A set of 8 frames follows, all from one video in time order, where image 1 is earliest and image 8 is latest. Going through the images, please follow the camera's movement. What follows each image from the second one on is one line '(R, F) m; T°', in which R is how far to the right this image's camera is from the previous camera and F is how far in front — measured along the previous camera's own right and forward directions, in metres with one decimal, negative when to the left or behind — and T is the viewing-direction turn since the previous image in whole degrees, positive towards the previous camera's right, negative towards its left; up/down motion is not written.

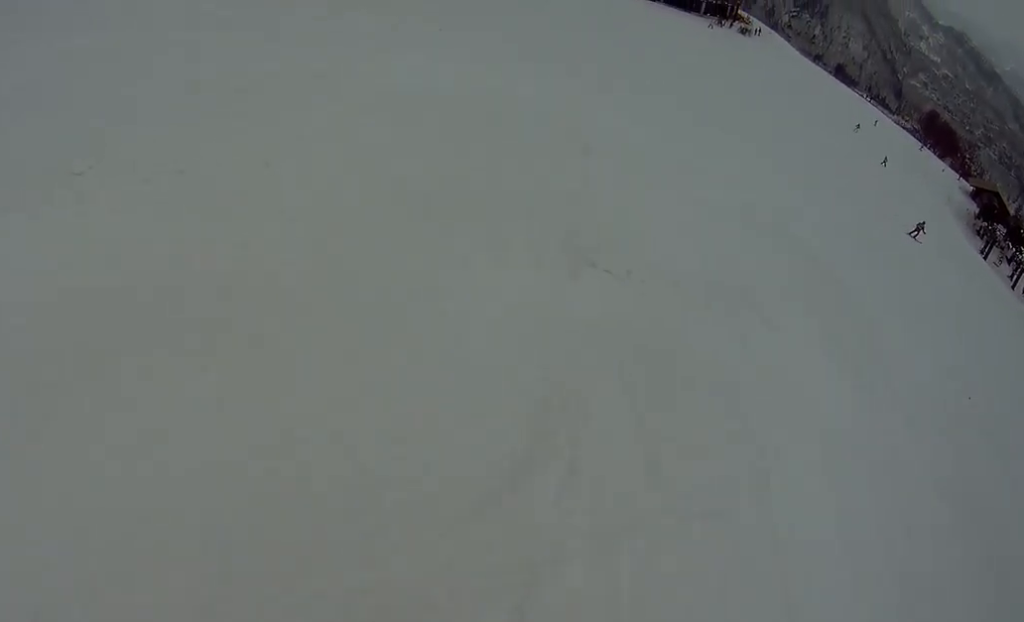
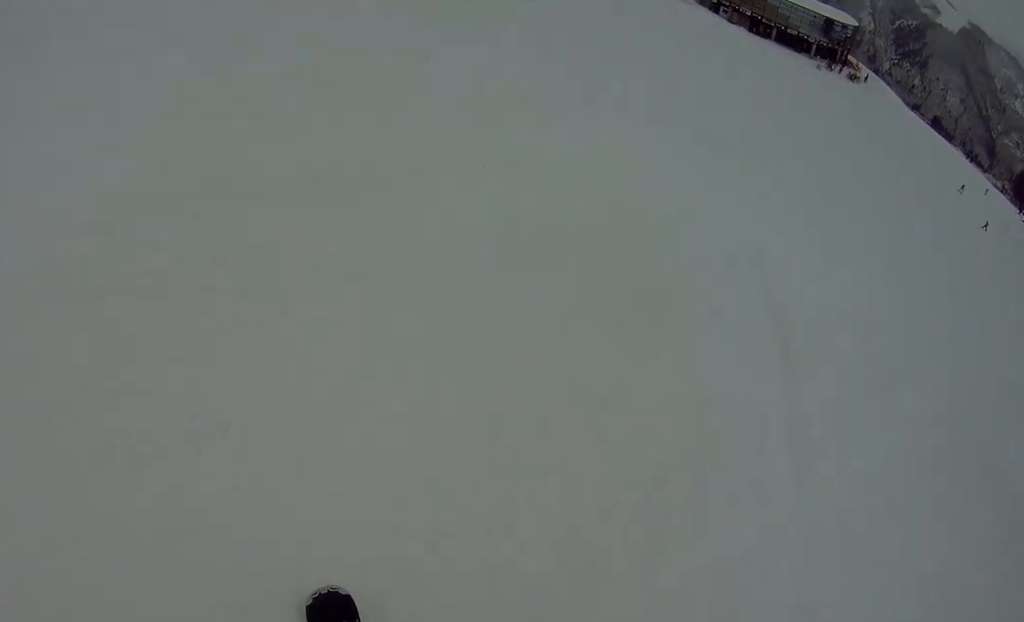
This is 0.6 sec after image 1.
(-0.6, +2.6) m; -17°
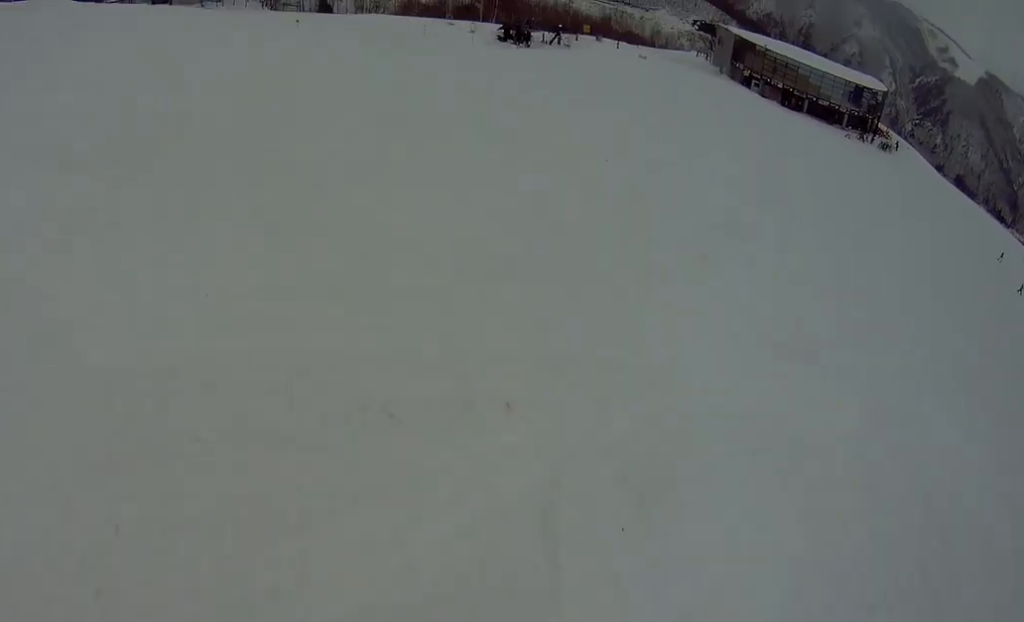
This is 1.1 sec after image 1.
(-0.3, +2.0) m; +3°
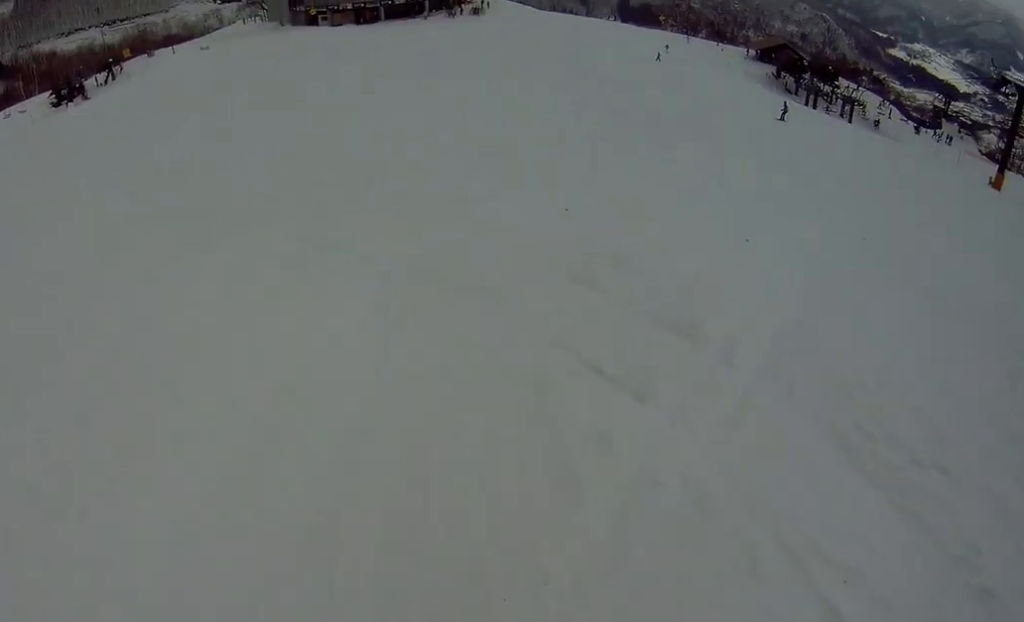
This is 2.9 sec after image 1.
(+2.2, +8.6) m; +34°
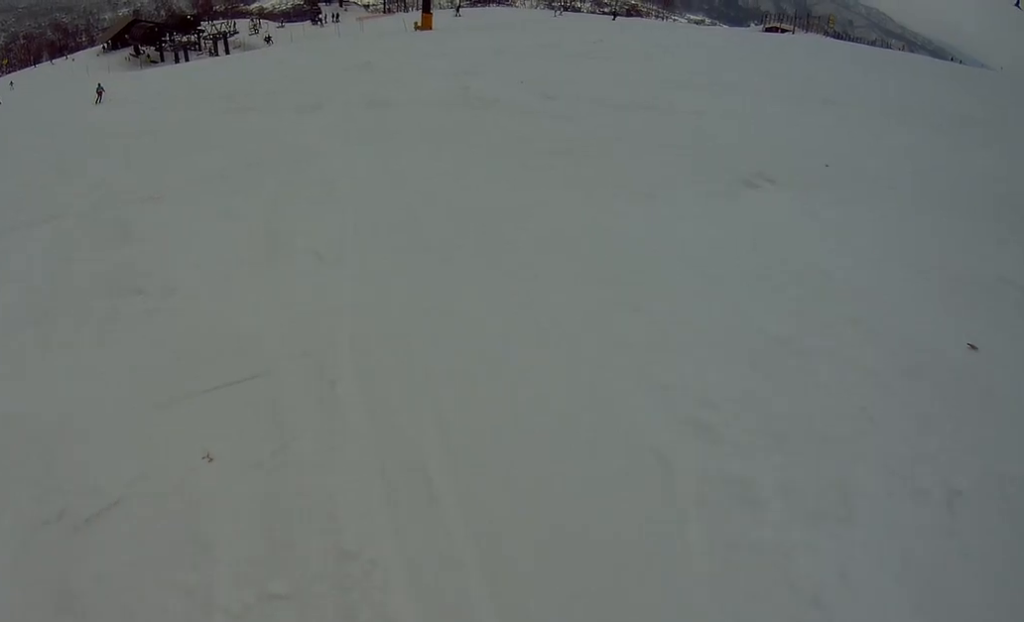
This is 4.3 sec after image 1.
(+1.8, +6.3) m; +54°
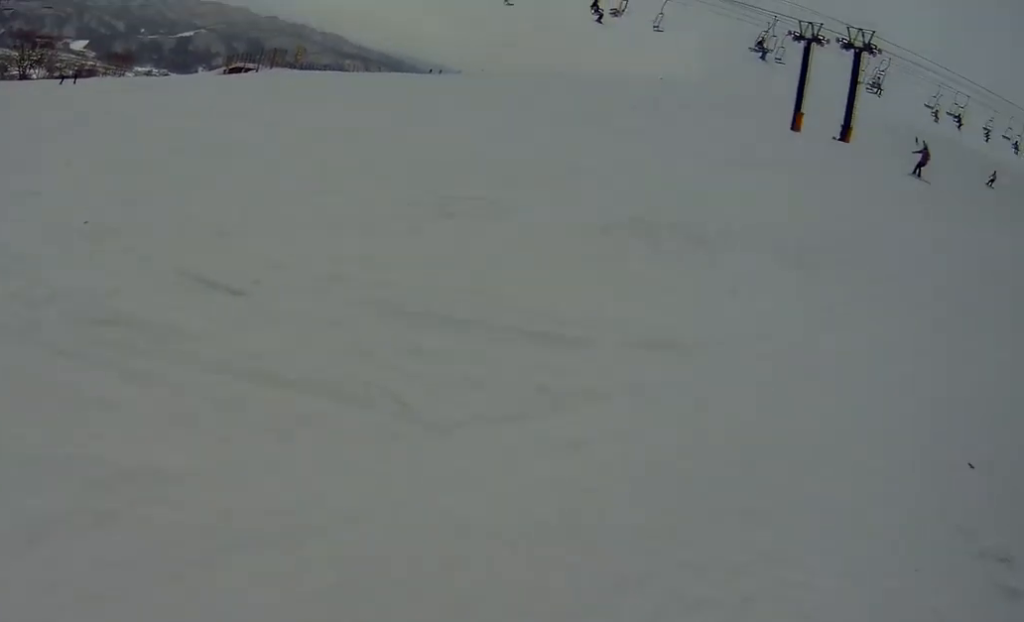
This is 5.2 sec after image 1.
(+2.0, +4.0) m; +21°
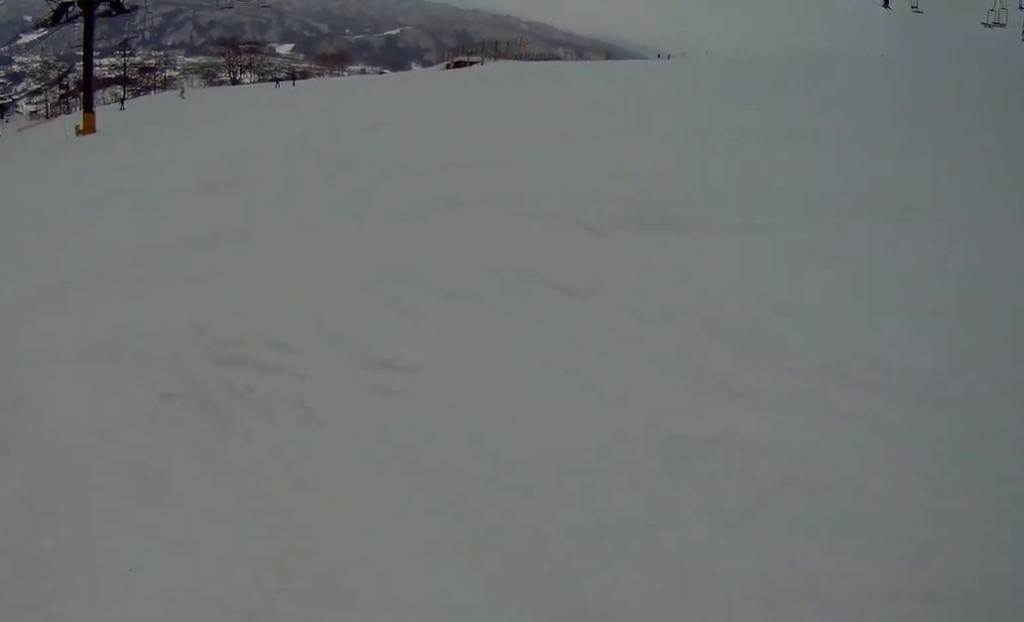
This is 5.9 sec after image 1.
(+0.3, +4.4) m; +6°
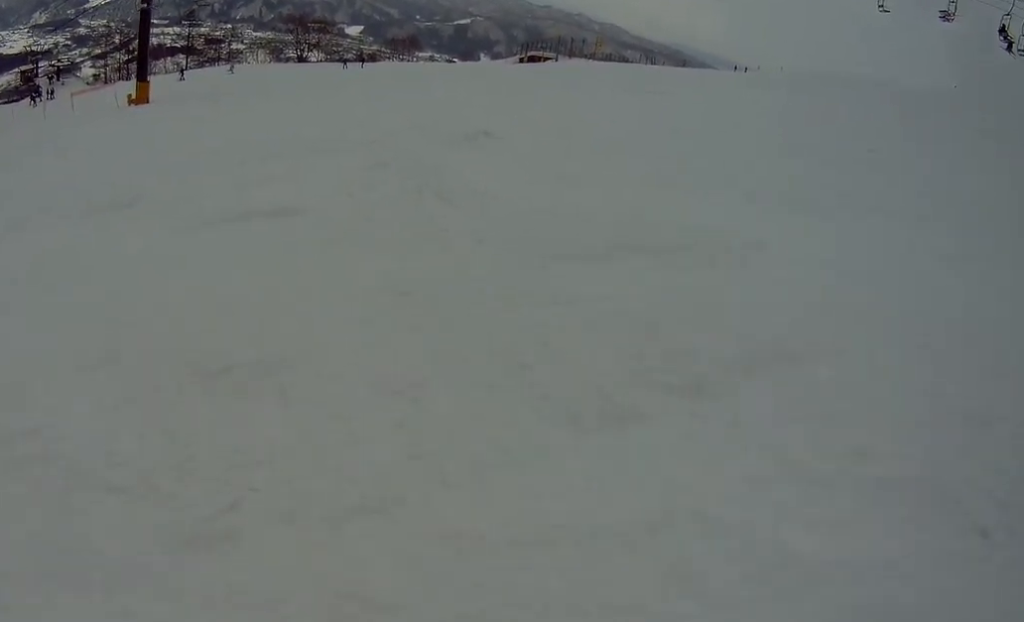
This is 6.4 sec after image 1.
(-0.6, +2.9) m; +2°
